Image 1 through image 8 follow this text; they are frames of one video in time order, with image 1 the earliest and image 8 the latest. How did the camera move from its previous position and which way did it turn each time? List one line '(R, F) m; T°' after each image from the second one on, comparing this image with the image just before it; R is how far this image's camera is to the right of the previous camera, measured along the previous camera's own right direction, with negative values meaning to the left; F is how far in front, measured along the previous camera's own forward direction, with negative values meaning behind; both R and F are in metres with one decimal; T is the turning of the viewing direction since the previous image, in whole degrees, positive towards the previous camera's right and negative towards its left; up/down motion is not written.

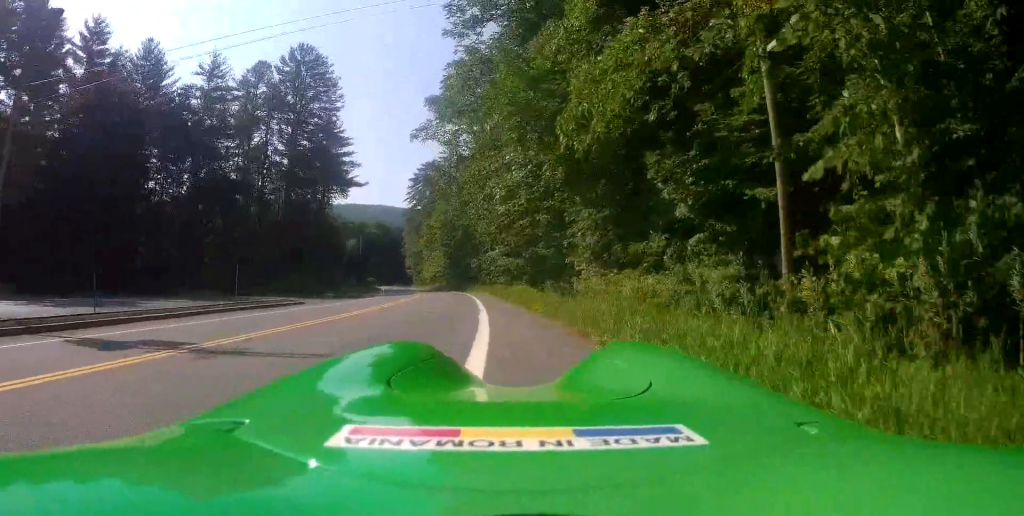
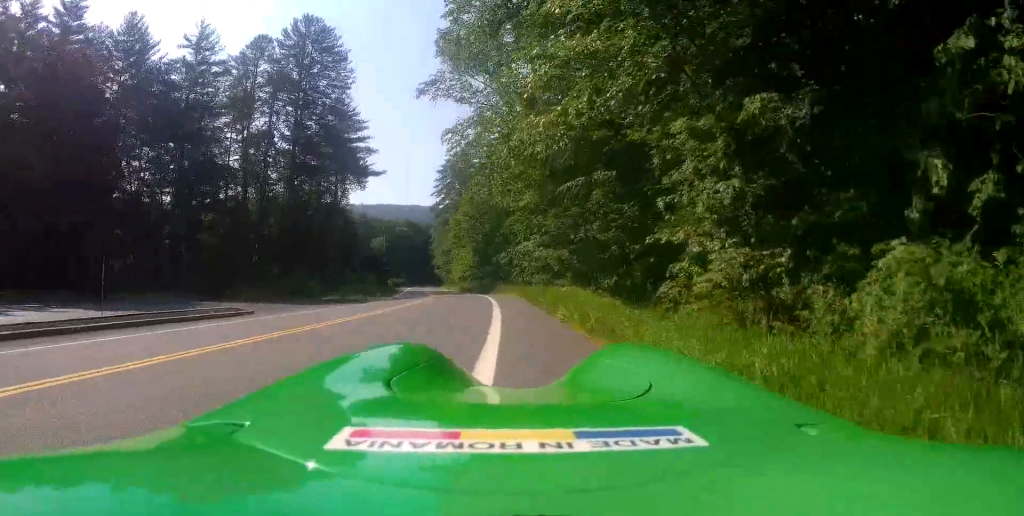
(-0.3, +11.0) m; -1°
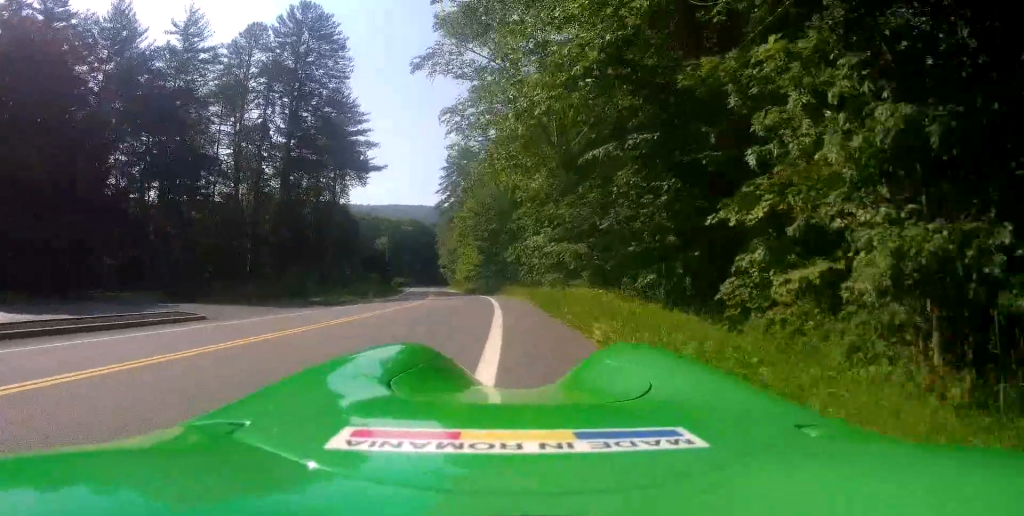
(-0.3, +4.5) m; +1°
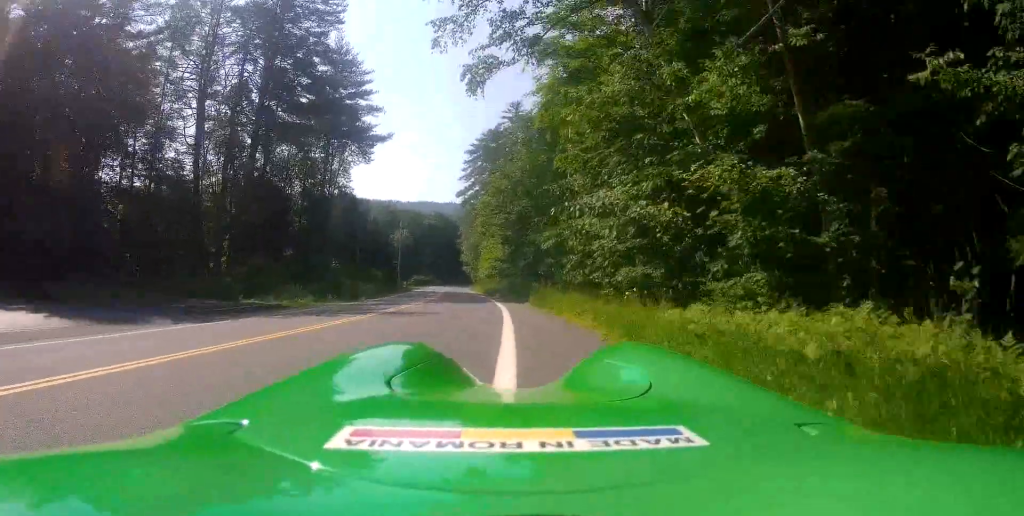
(+0.3, +17.0) m; -4°
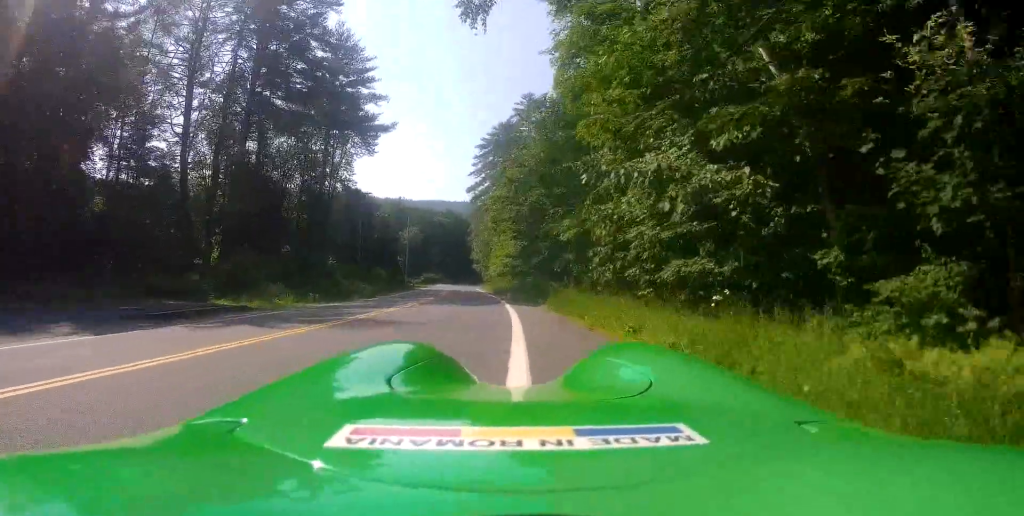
(-0.1, +4.6) m; -3°
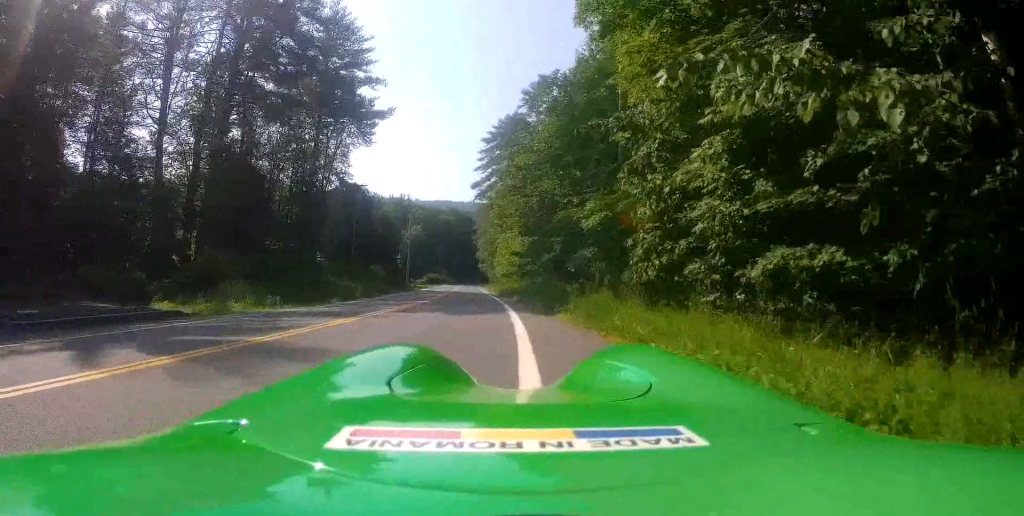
(-0.1, +5.6) m; -2°
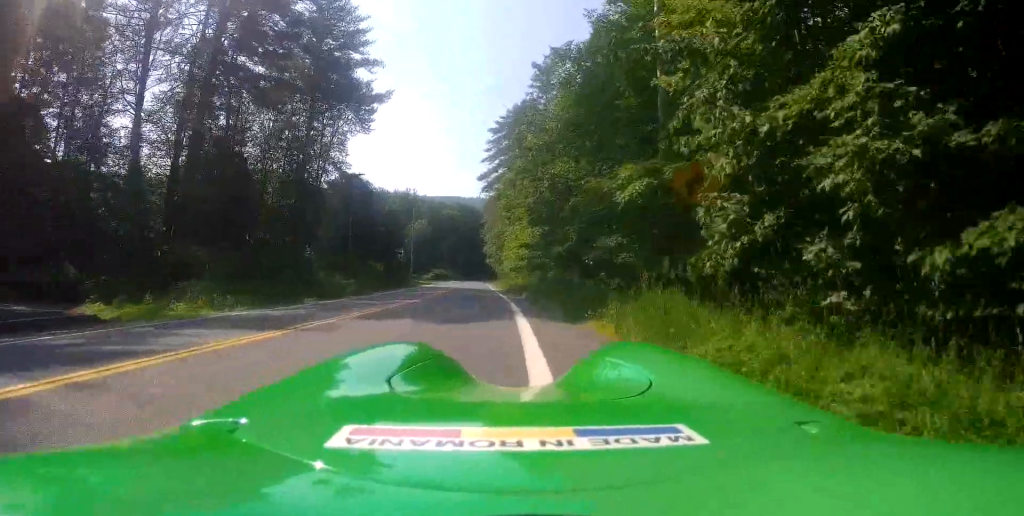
(+0.1, +4.8) m; -2°
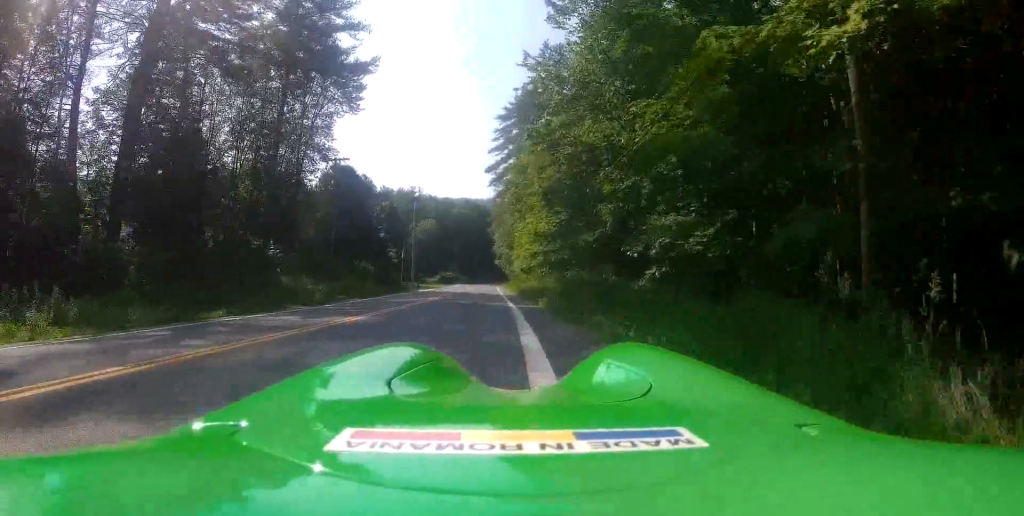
(-0.5, +9.3) m; -3°
